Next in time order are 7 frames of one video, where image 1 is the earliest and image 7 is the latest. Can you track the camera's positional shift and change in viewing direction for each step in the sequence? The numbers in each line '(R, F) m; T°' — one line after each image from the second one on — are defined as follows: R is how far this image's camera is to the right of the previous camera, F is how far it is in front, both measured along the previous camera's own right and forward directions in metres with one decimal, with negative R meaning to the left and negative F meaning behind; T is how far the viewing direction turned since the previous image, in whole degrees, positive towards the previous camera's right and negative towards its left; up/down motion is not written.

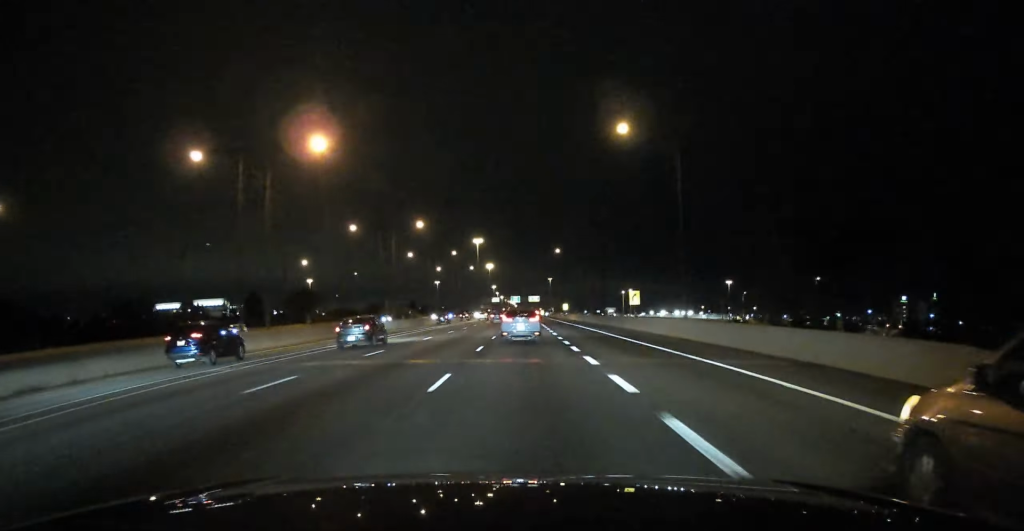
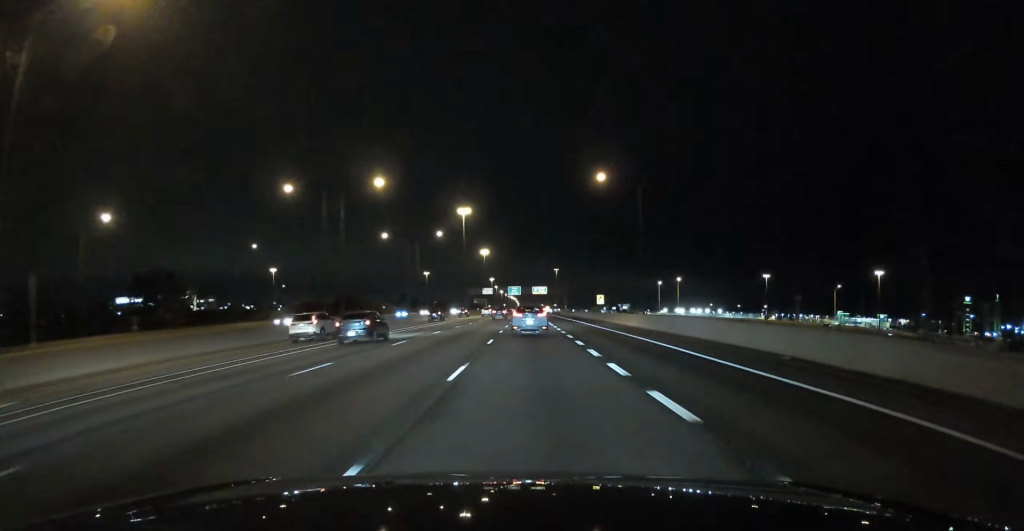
(-0.1, +70.3) m; 0°
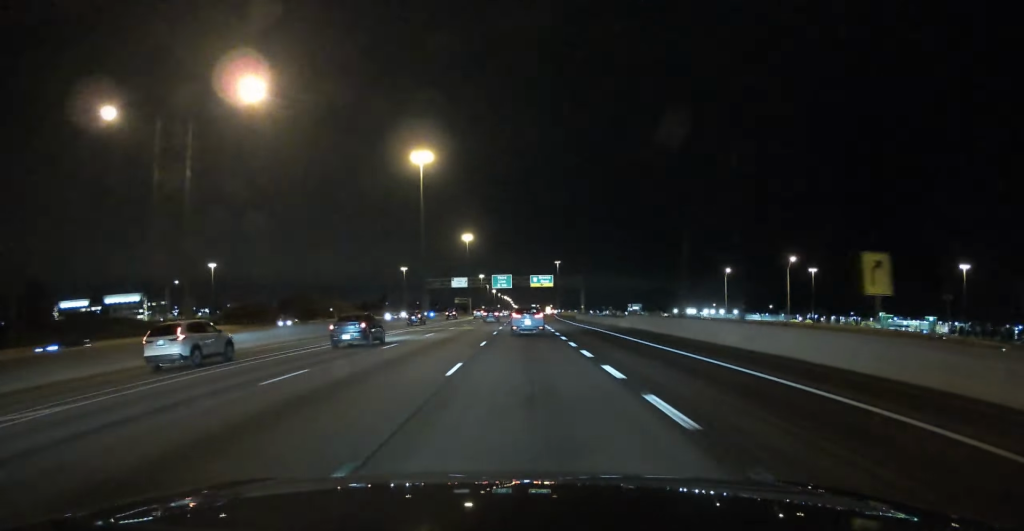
(+0.1, +73.0) m; 0°
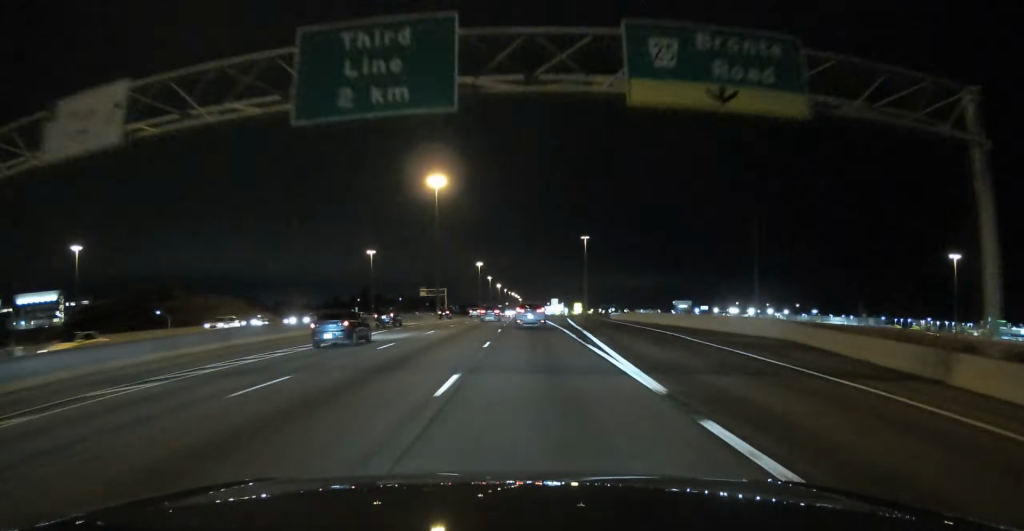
(-0.4, +112.6) m; -1°
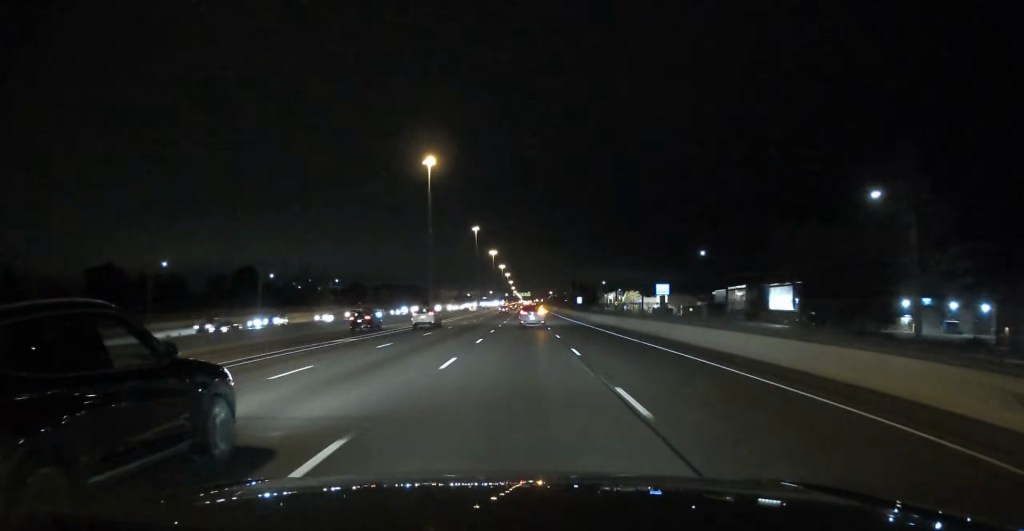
(+1.0, +632.0) m; +1°
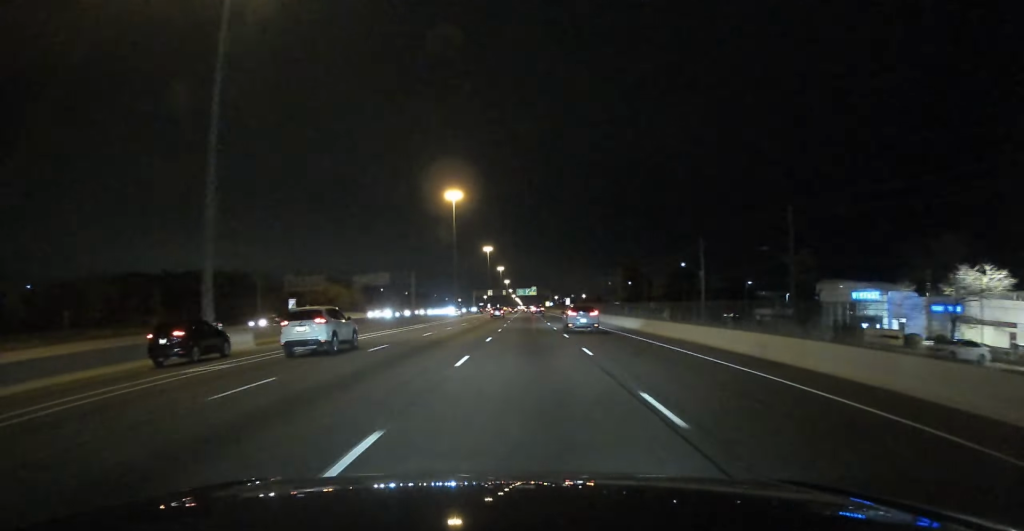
(-0.1, +210.4) m; 0°
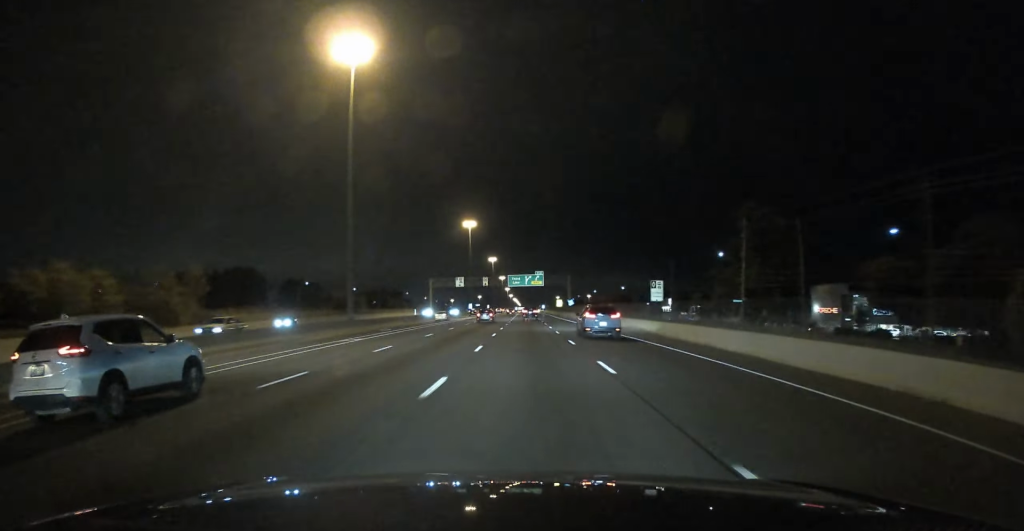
(-0.2, +98.9) m; 0°
